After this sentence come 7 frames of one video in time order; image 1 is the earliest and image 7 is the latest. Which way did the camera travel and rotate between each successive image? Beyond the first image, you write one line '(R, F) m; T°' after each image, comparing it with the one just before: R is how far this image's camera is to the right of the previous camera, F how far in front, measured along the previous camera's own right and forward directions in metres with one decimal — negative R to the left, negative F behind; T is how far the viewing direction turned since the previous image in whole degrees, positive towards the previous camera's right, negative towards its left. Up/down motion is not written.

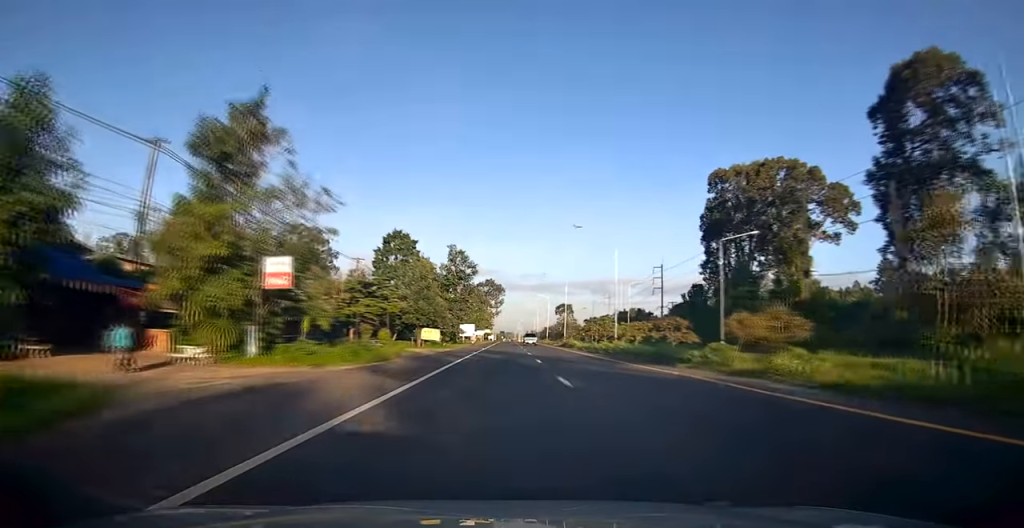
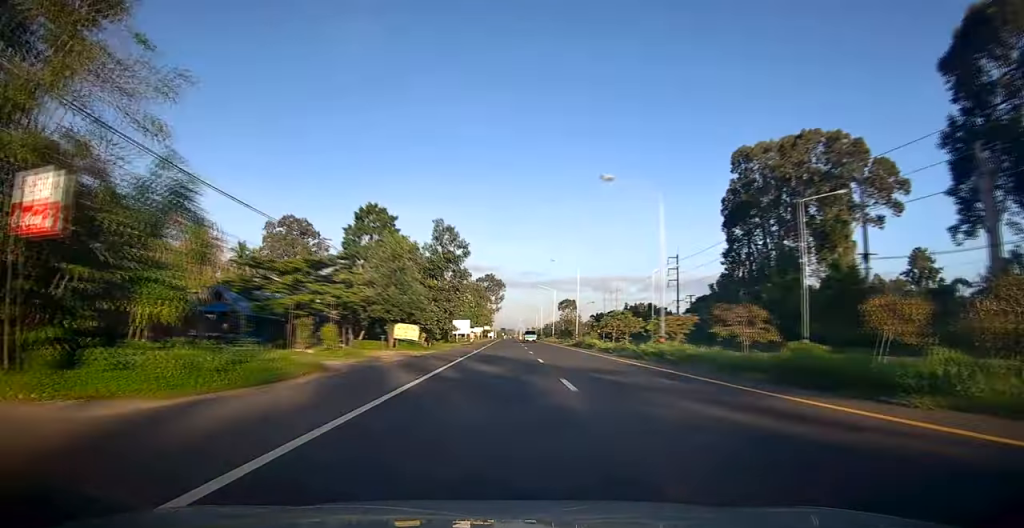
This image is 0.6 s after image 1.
(+0.3, +12.5) m; 0°
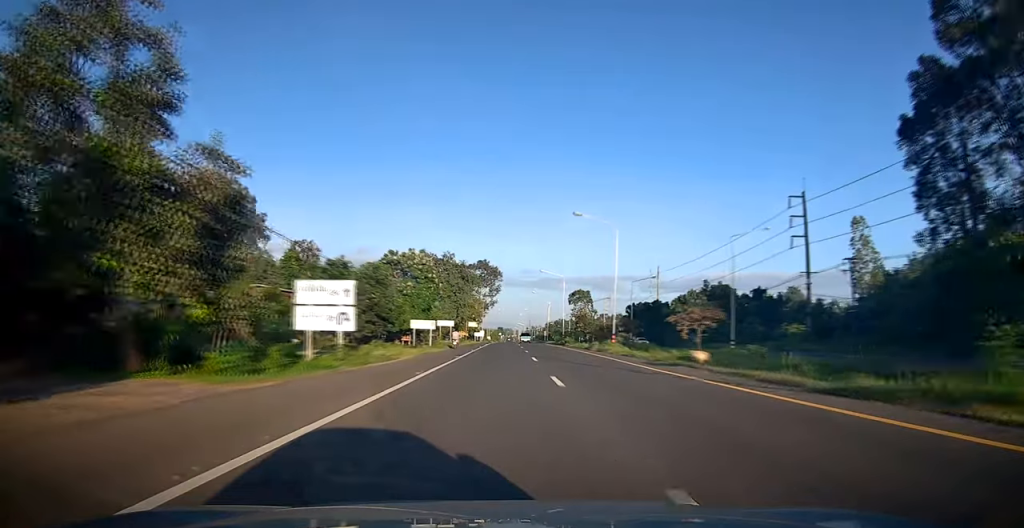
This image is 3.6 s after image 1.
(-0.2, +58.2) m; +1°
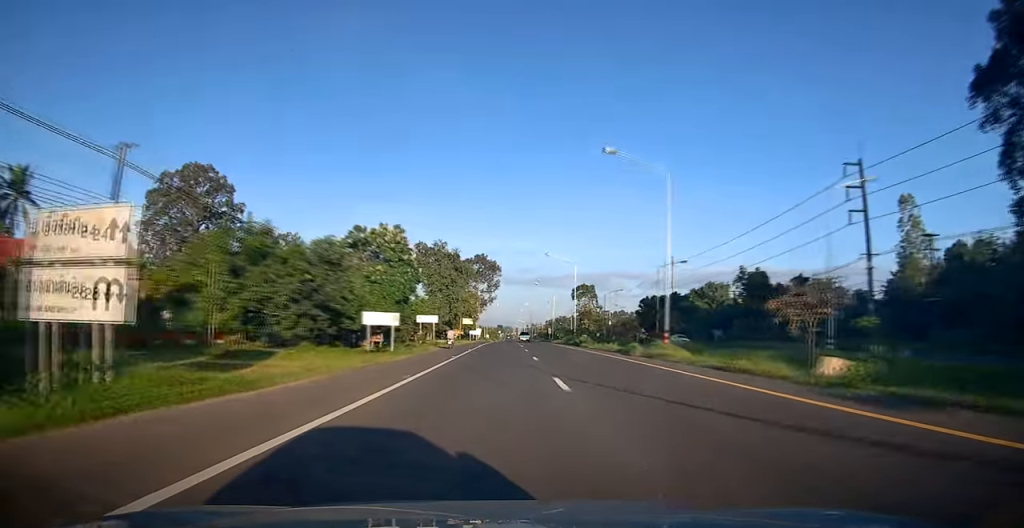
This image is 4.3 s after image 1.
(0.0, +13.4) m; 0°
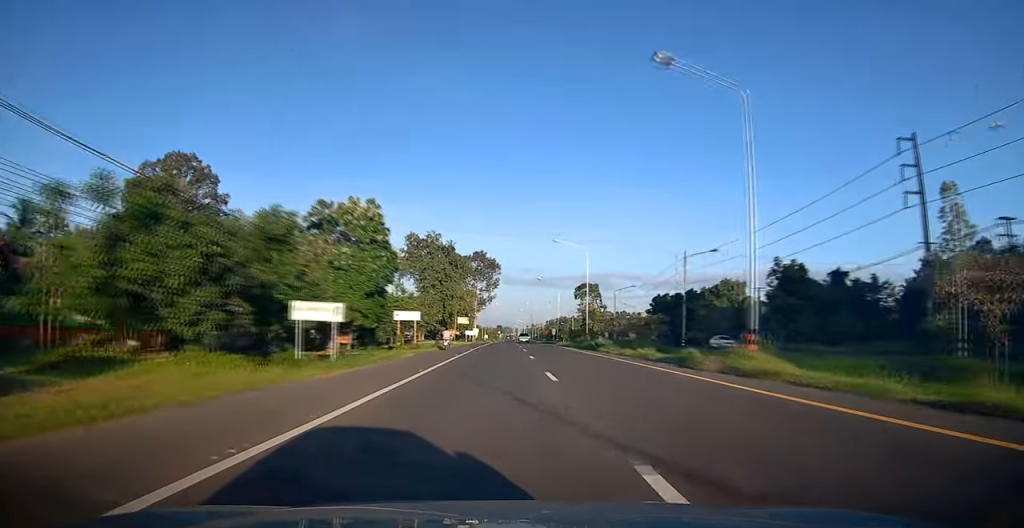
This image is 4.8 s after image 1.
(-0.1, +9.5) m; 0°
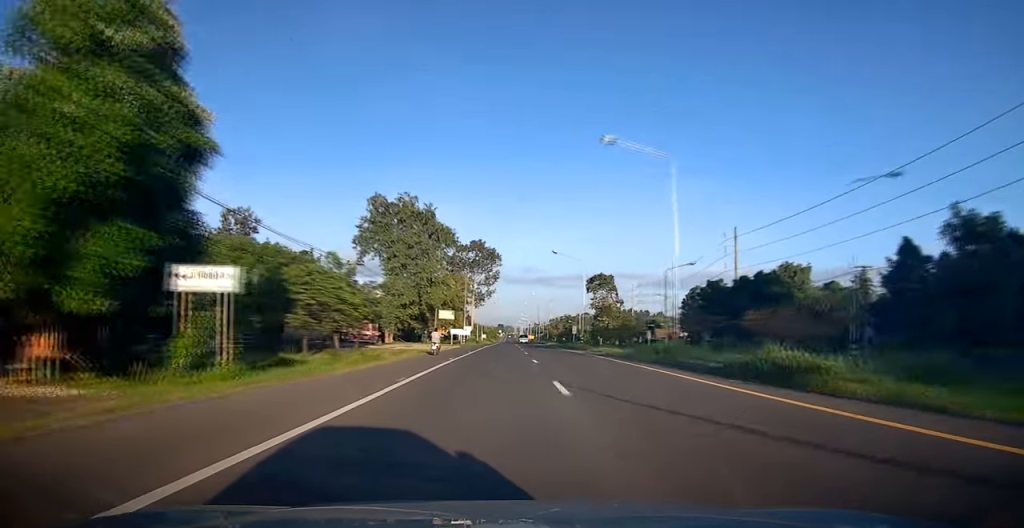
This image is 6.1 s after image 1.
(+0.1, +26.9) m; -1°
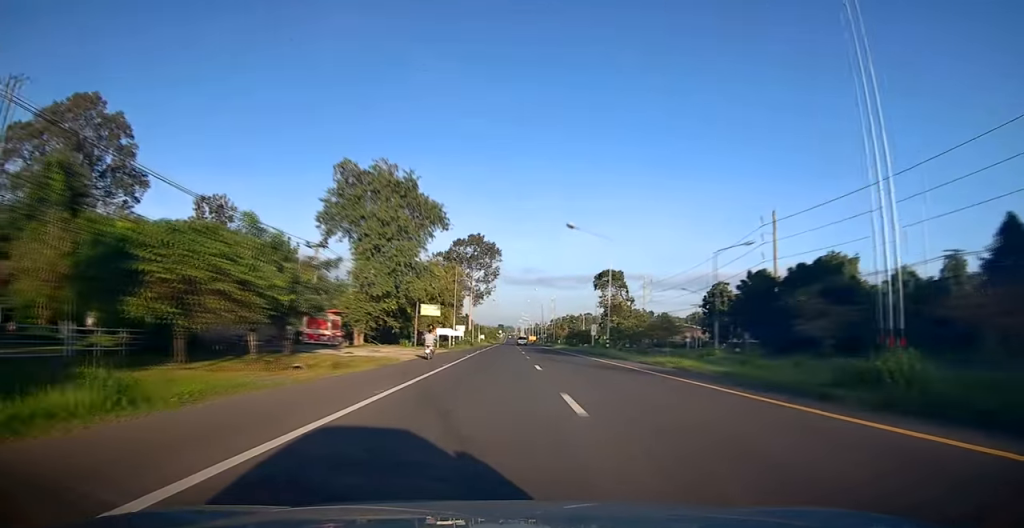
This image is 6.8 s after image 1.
(-0.1, +14.3) m; -1°
